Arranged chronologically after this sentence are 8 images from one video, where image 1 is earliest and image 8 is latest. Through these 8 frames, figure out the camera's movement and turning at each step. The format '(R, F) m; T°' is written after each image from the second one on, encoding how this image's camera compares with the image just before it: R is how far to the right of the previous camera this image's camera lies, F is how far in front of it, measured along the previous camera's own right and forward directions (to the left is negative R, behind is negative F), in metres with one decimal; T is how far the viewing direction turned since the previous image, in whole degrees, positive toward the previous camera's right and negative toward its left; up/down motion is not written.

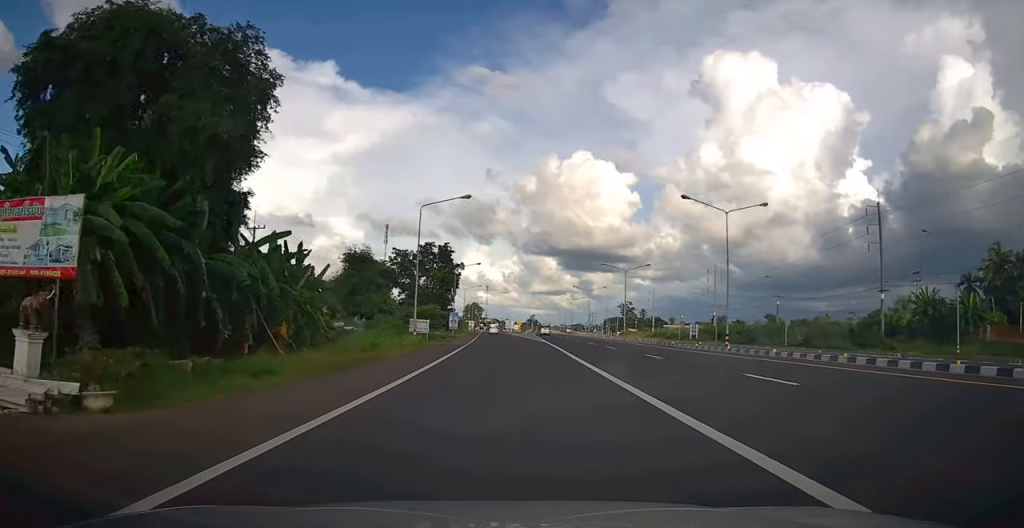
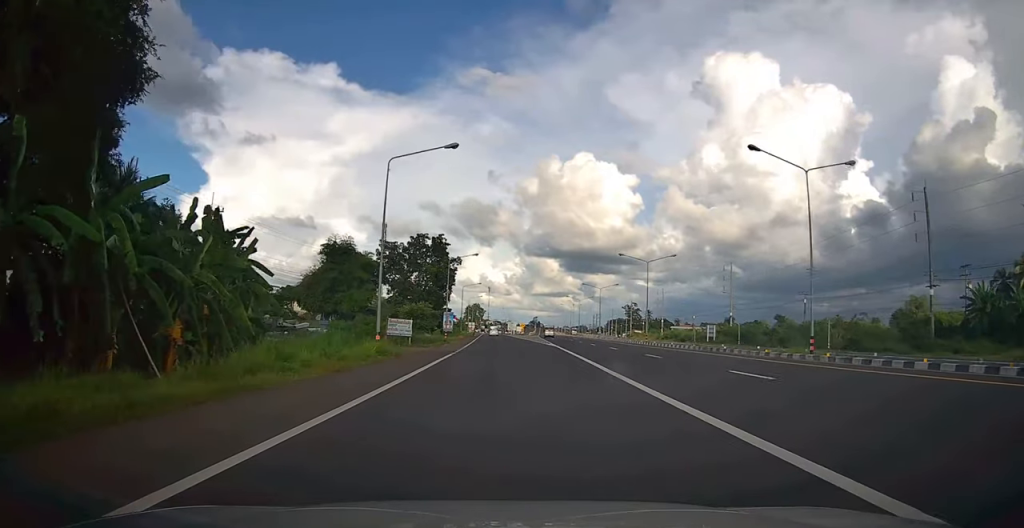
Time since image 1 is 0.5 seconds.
(-0.1, +11.2) m; 0°
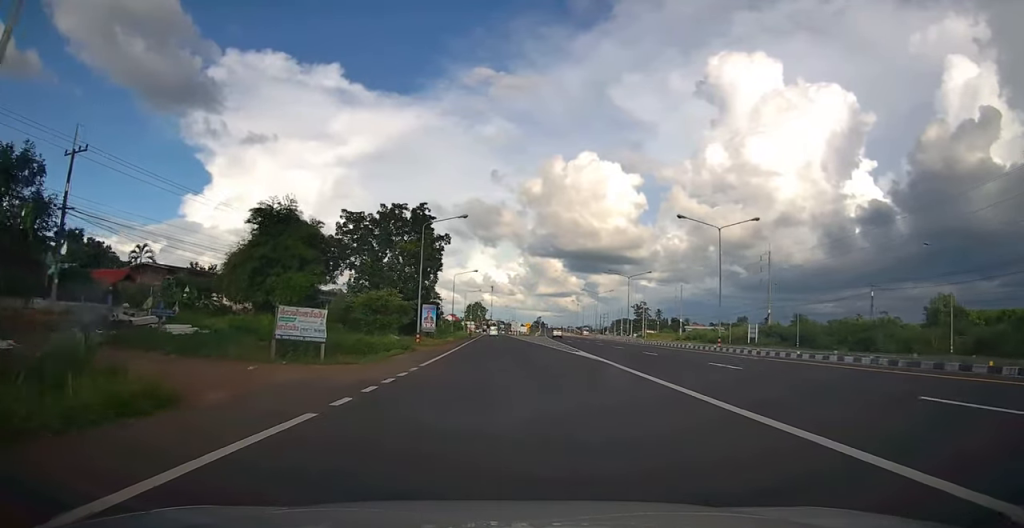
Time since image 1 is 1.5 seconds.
(+0.1, +21.7) m; 0°
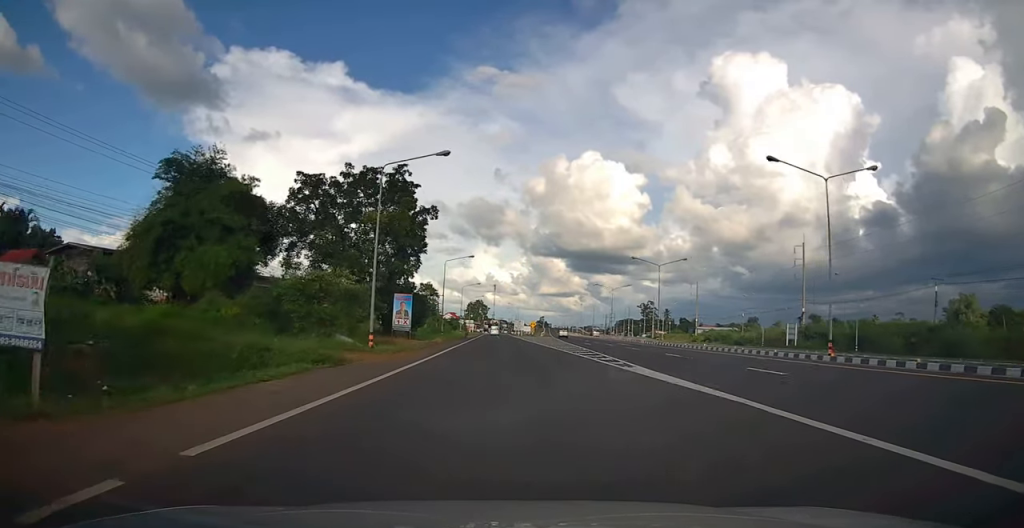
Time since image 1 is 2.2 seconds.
(0.0, +15.2) m; 0°
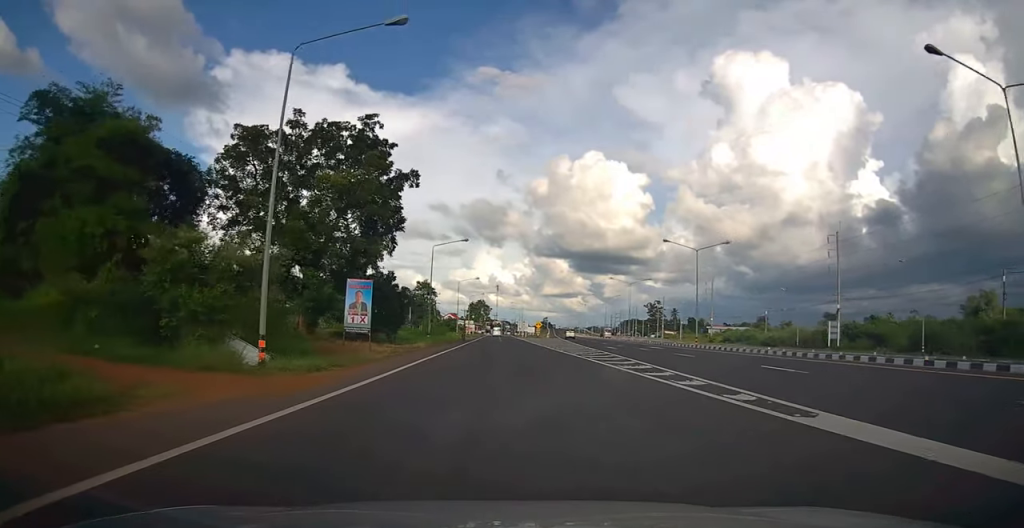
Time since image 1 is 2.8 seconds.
(-0.1, +12.1) m; -1°
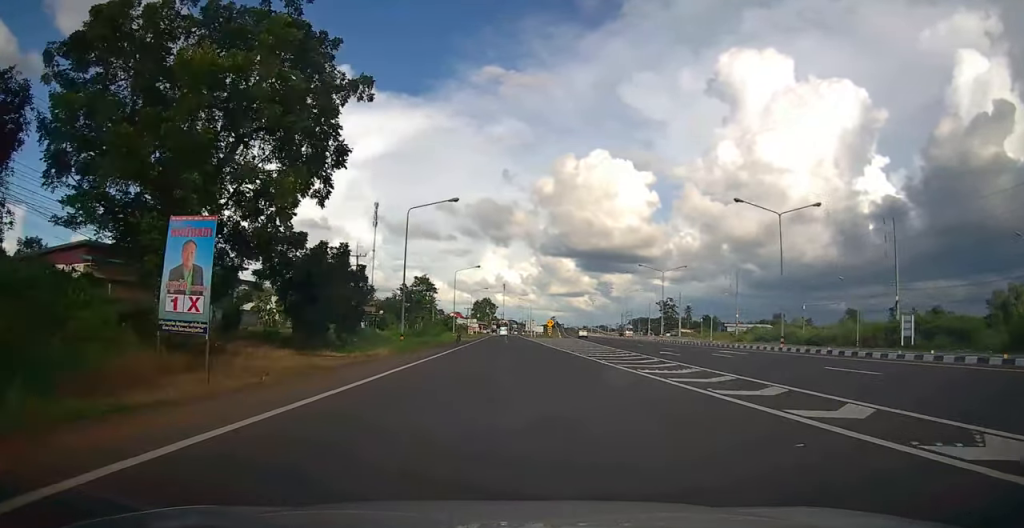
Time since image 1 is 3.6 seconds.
(-0.1, +15.4) m; 0°
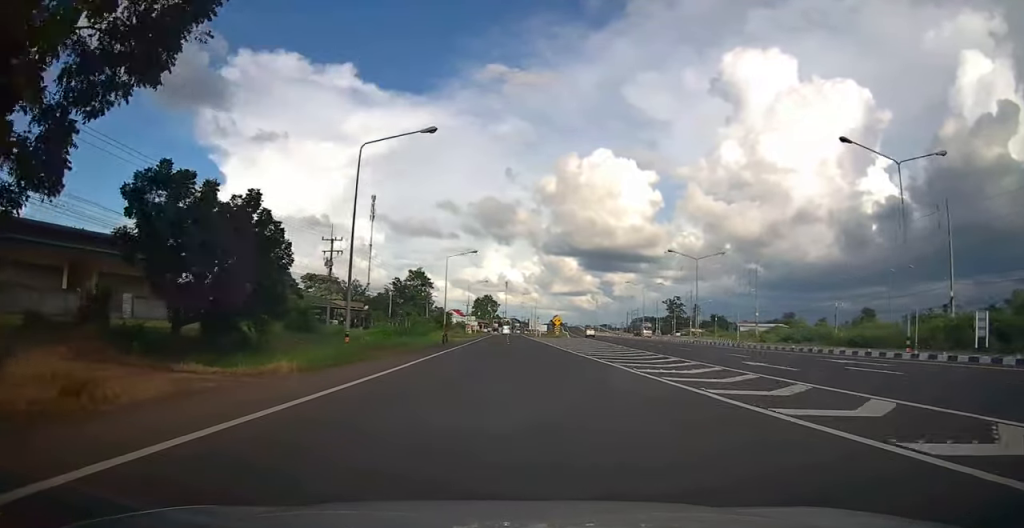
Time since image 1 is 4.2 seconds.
(0.0, +12.1) m; -1°
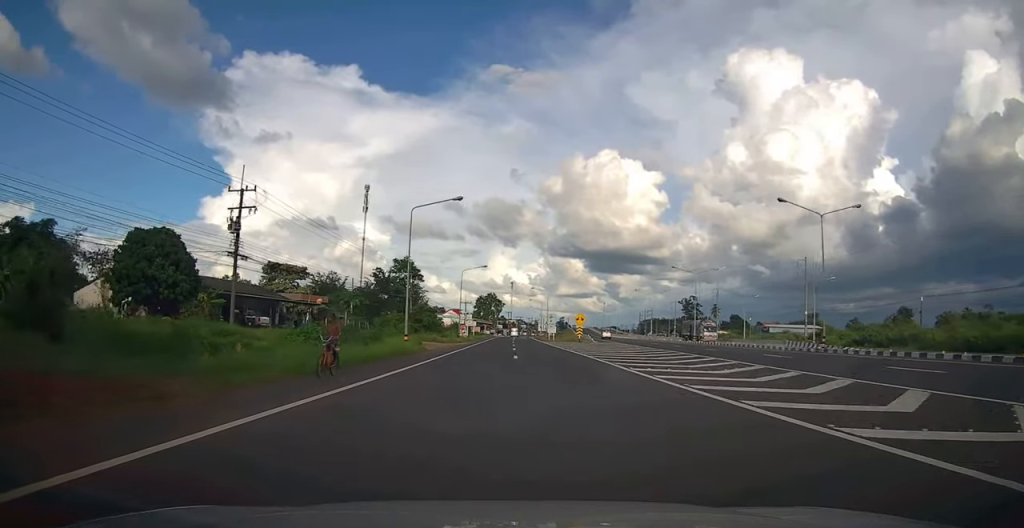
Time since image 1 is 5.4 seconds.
(-0.3, +23.3) m; -1°
